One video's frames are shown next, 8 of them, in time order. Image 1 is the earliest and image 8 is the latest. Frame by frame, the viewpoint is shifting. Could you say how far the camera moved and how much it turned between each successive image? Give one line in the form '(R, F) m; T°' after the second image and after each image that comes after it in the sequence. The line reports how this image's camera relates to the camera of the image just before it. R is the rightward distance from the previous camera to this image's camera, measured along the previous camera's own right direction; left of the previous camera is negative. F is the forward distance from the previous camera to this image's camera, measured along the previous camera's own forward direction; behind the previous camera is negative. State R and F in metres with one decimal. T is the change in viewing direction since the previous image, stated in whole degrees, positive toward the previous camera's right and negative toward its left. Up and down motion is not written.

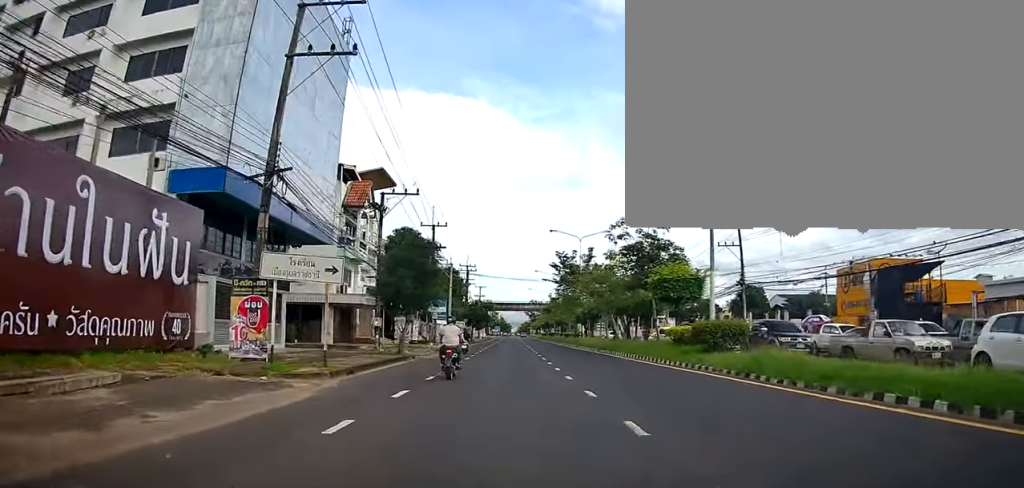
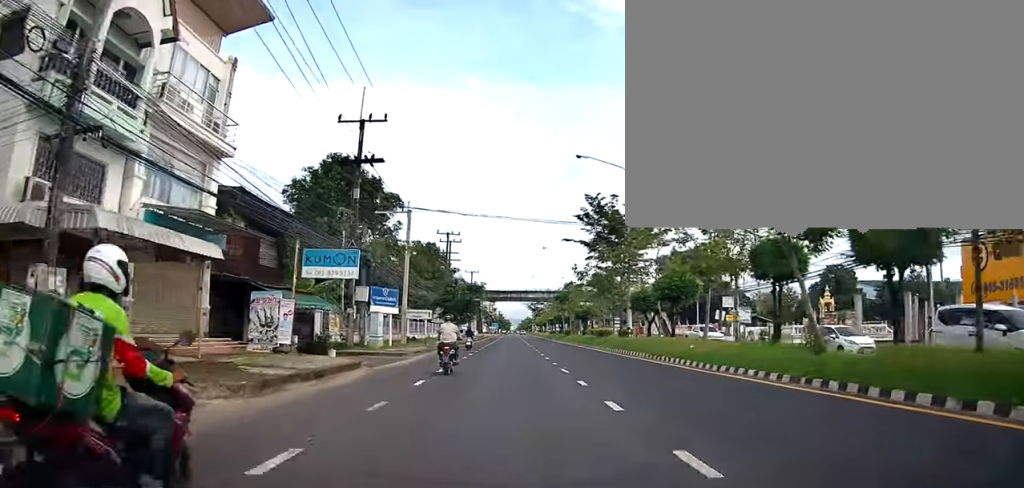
(-0.3, +26.7) m; -3°
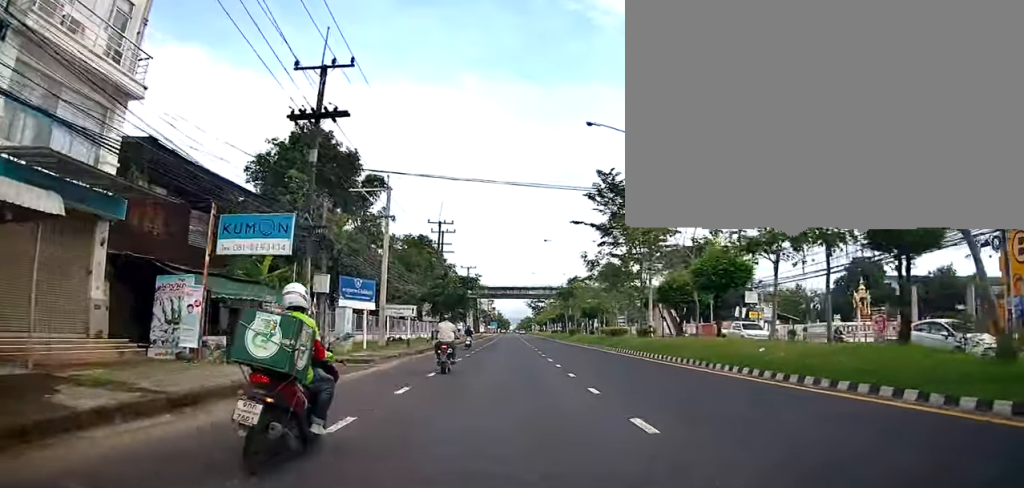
(-0.2, +6.2) m; -1°
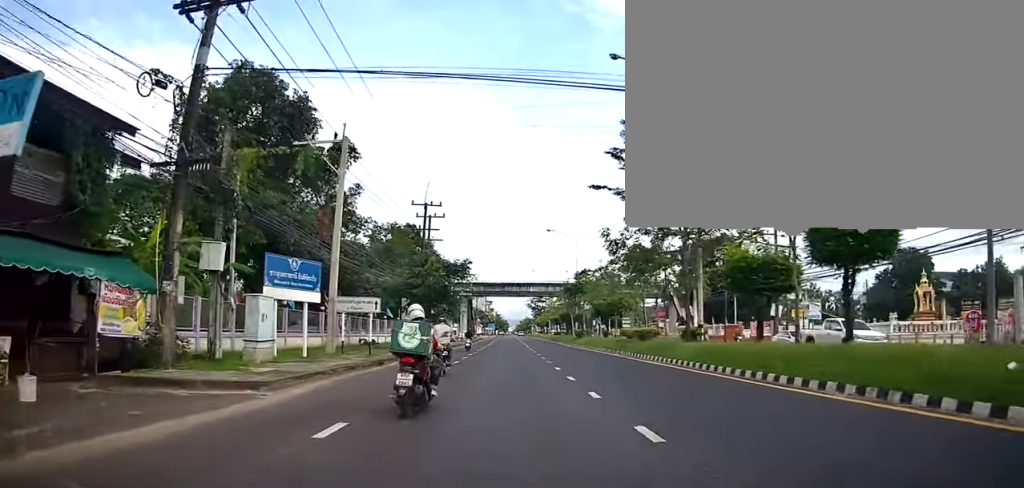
(-0.1, +8.7) m; -1°
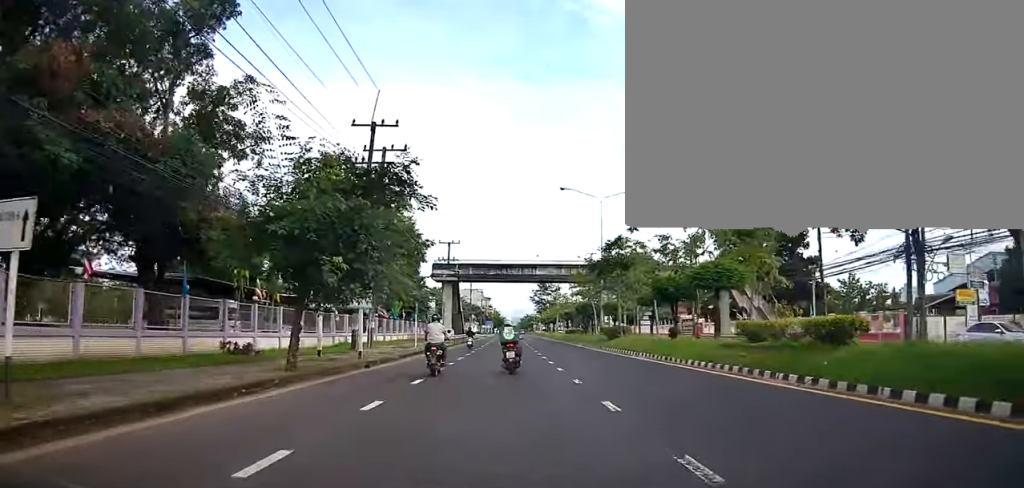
(0.0, +18.7) m; +2°
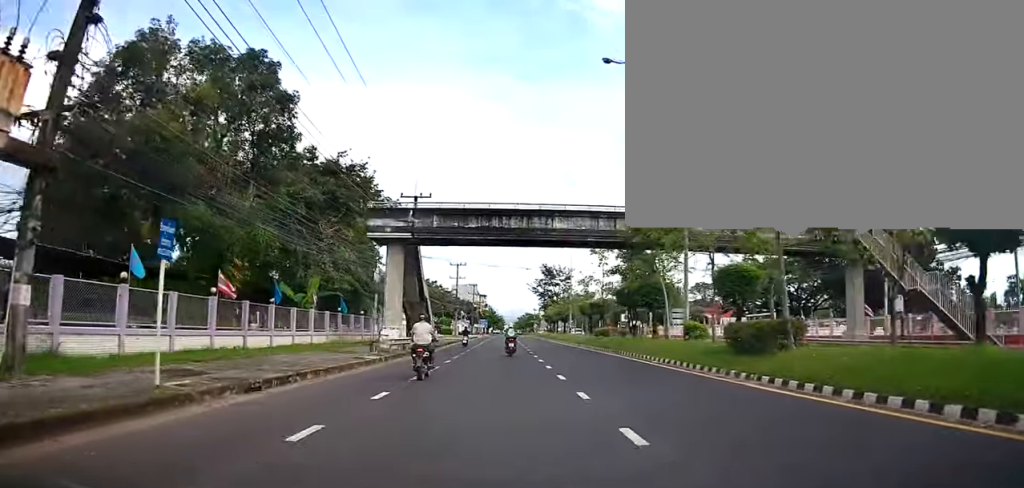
(+1.0, +23.6) m; +1°
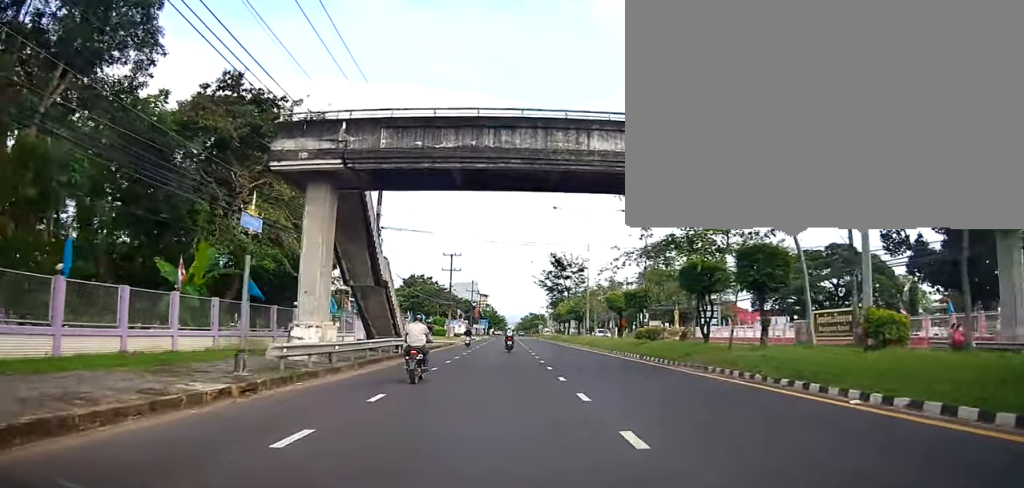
(-0.7, +12.7) m; -3°
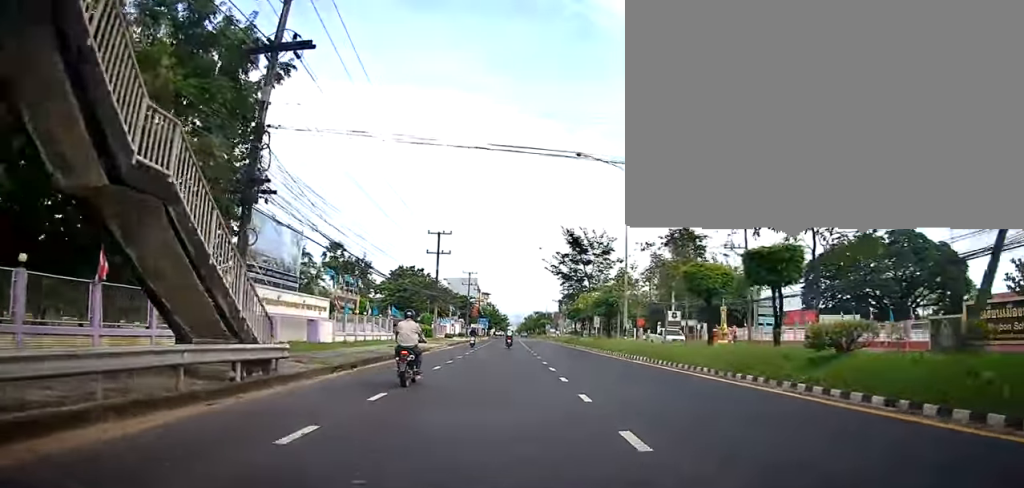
(0.0, +16.7) m; +3°
